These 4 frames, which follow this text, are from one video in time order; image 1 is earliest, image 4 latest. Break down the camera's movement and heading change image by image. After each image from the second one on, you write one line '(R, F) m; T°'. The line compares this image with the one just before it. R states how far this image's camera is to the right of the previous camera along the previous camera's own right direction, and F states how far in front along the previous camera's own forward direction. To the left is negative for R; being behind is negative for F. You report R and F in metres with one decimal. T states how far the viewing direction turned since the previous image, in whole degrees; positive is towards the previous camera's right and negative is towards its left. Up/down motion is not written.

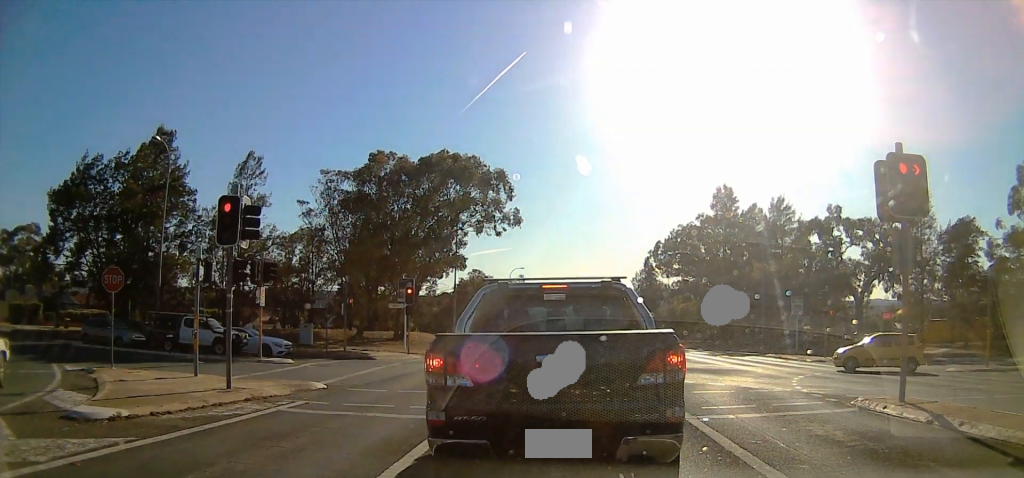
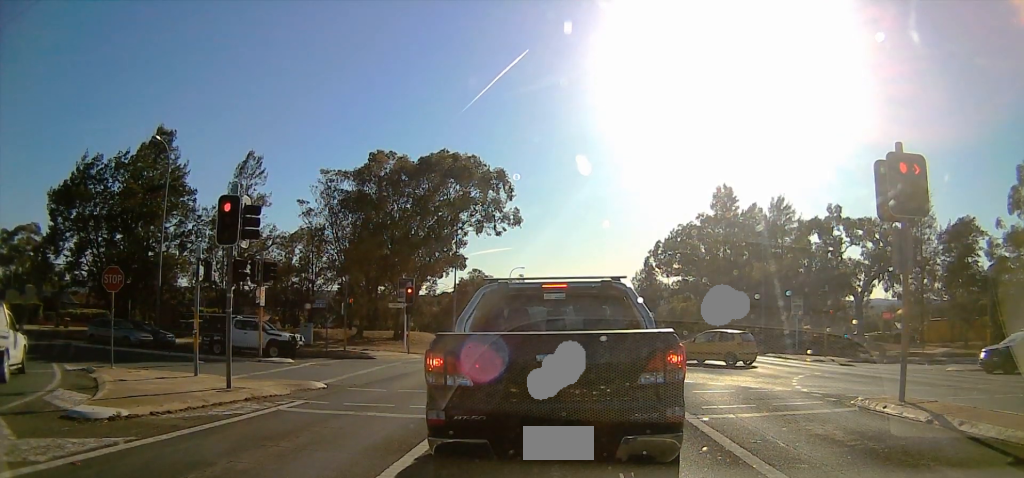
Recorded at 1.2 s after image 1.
(0.0, 0.0) m; 0°
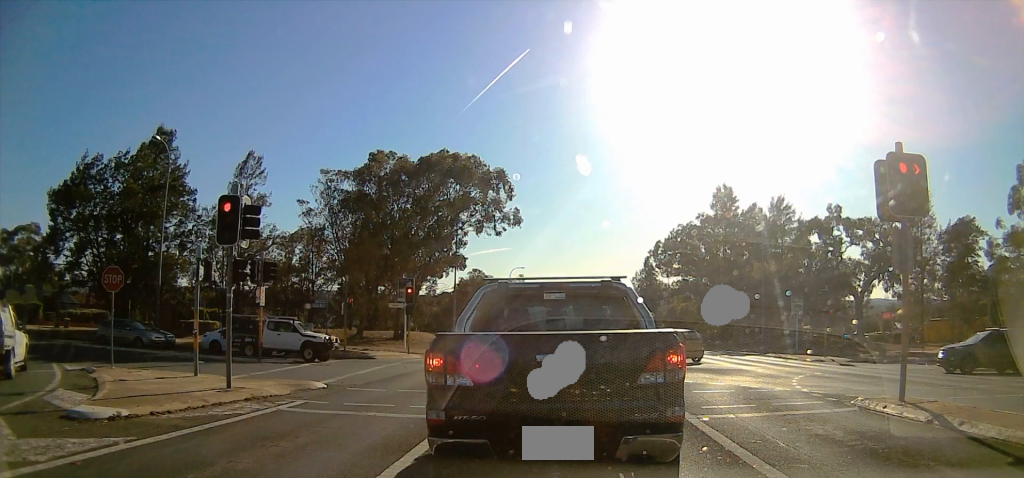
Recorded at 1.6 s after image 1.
(0.0, 0.0) m; 0°
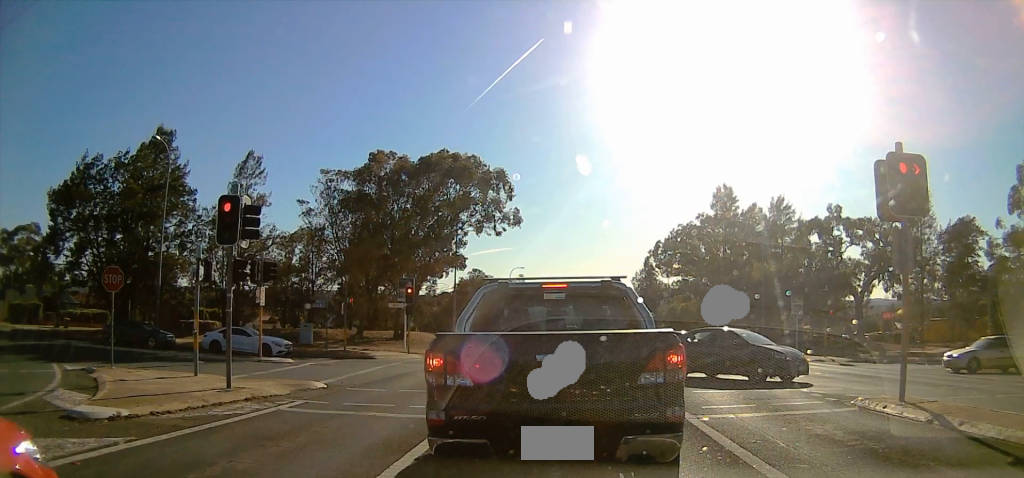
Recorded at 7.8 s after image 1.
(0.0, 0.0) m; 0°
